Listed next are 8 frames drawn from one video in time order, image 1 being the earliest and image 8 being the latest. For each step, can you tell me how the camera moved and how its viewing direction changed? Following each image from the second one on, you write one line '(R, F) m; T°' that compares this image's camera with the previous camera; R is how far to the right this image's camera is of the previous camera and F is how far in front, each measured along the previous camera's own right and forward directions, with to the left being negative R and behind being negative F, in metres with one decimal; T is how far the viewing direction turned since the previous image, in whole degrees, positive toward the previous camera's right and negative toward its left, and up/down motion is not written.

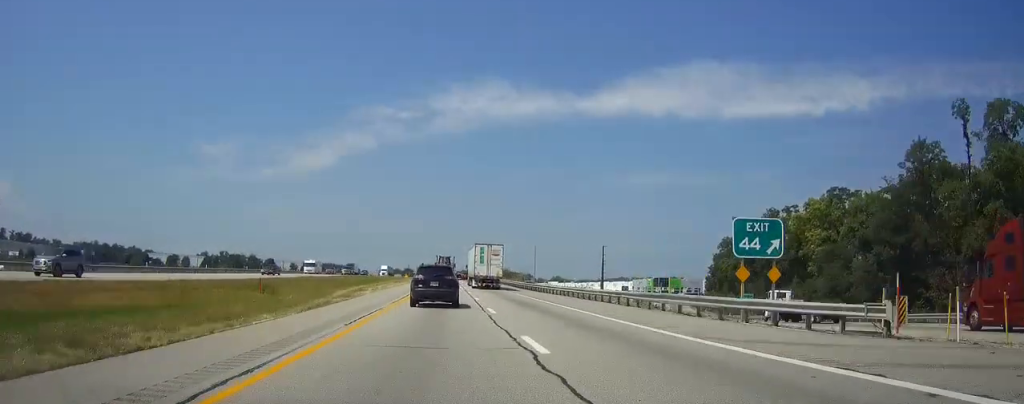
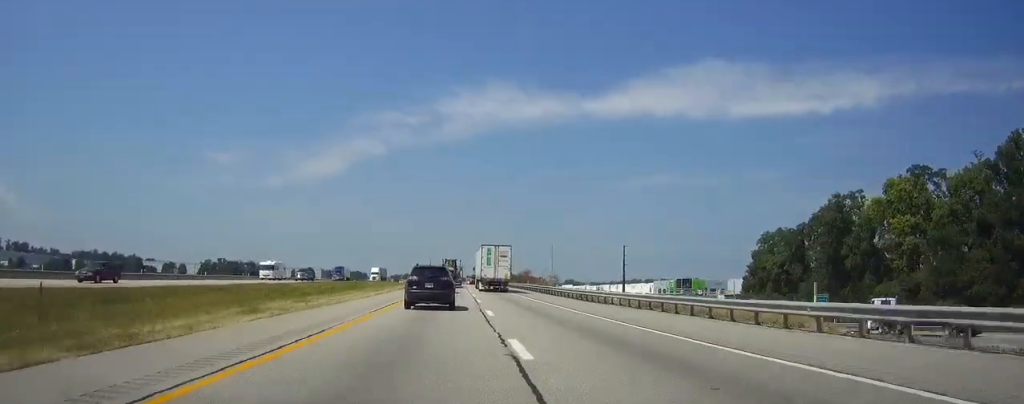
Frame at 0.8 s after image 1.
(-0.4, +25.1) m; -1°
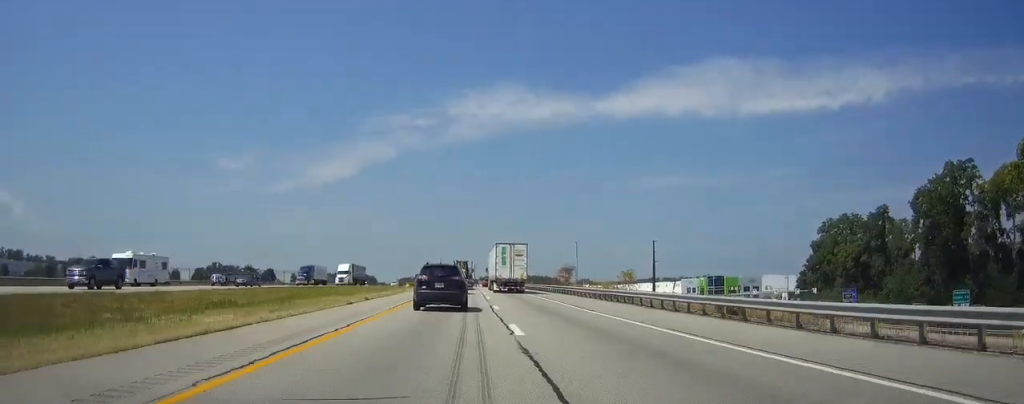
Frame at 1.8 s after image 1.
(-0.4, +32.3) m; -1°
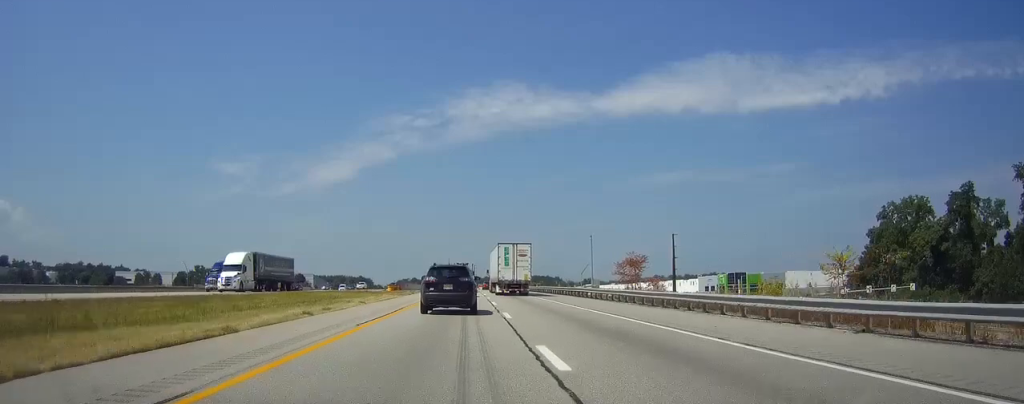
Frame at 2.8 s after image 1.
(-0.2, +30.0) m; 0°
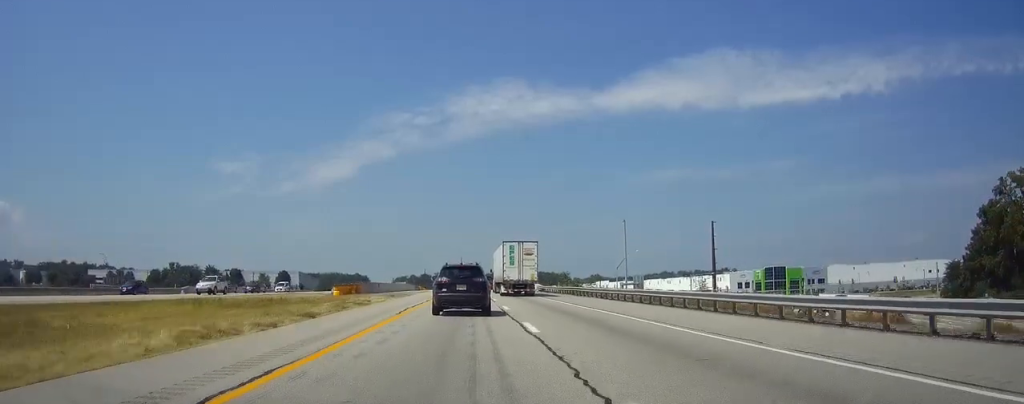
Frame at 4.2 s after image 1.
(0.0, +43.0) m; 0°
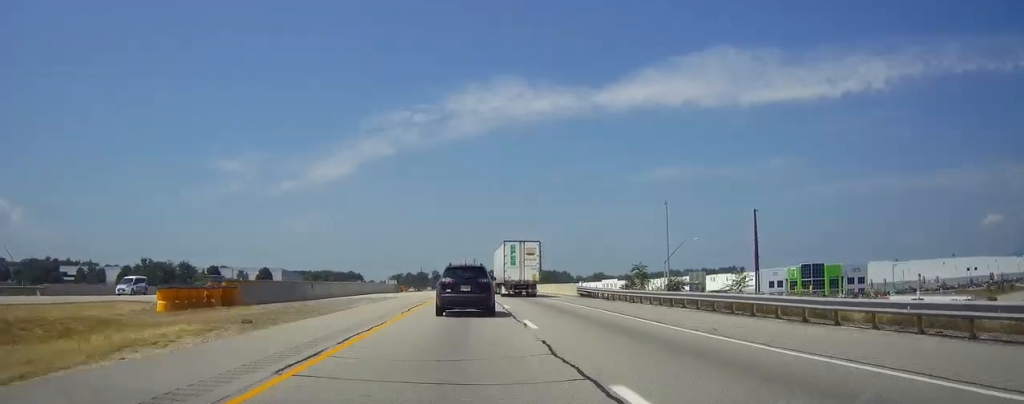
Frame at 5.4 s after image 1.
(0.0, +36.2) m; 0°
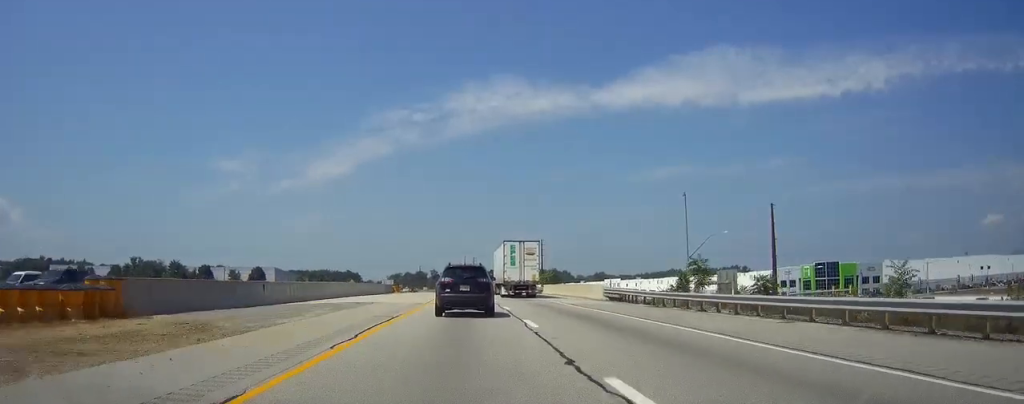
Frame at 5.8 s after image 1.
(0.0, +11.9) m; 0°
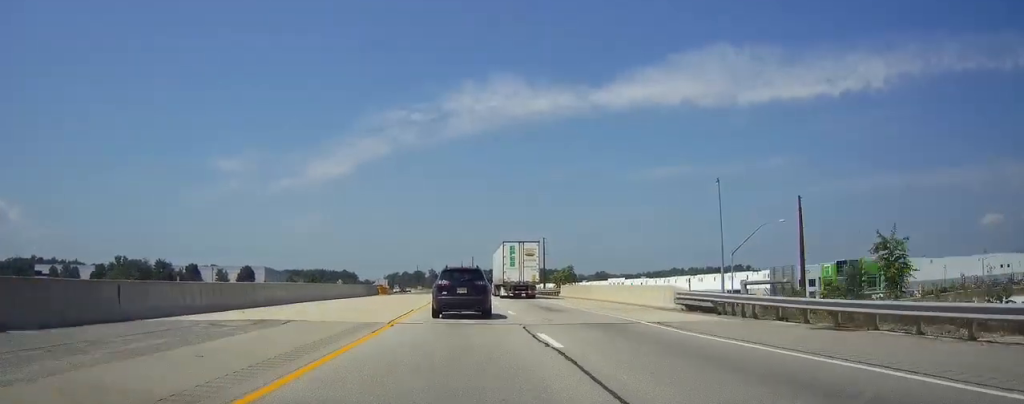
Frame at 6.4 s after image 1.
(0.0, +16.7) m; 0°
